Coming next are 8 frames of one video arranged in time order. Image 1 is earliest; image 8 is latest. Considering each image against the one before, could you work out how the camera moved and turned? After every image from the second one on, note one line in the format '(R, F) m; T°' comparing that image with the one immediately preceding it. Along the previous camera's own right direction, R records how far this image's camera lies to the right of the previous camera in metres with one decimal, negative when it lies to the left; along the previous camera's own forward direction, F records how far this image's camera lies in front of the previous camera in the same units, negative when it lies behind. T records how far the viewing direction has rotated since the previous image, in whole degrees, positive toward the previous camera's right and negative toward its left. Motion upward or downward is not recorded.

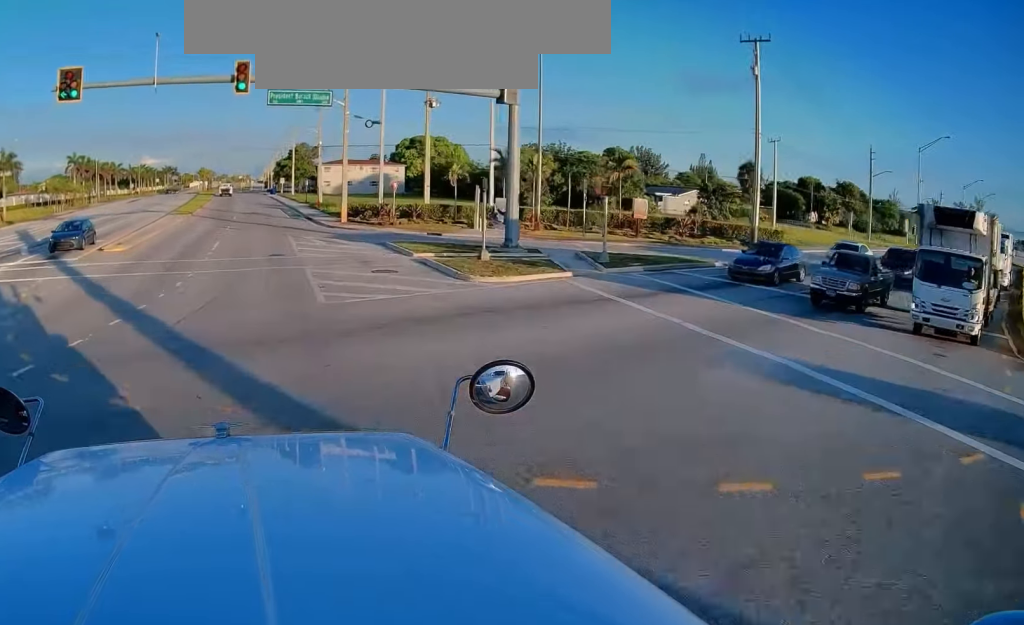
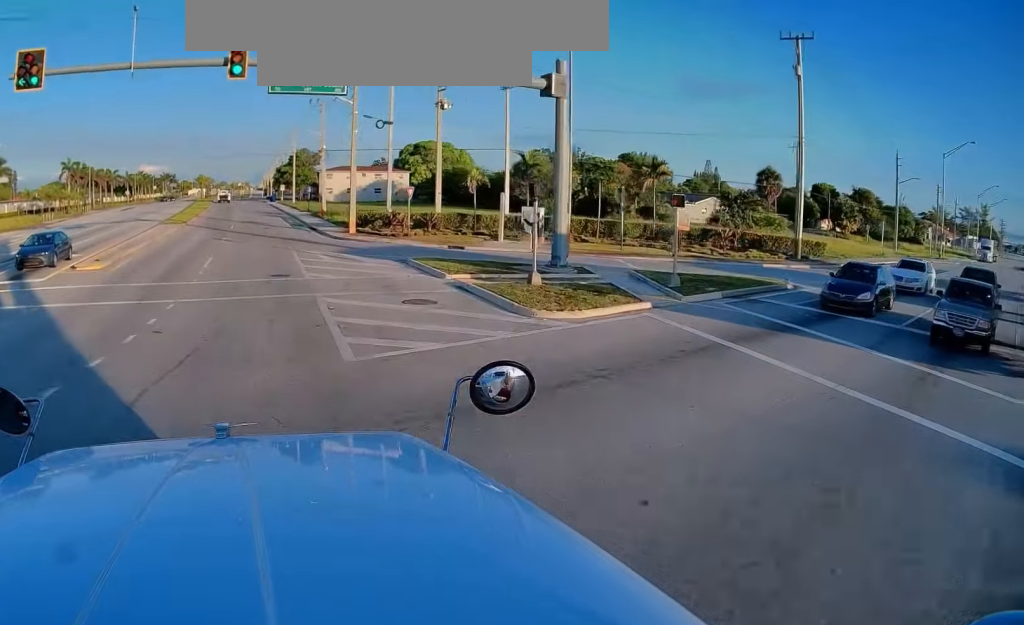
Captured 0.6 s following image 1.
(0.0, +4.2) m; 0°
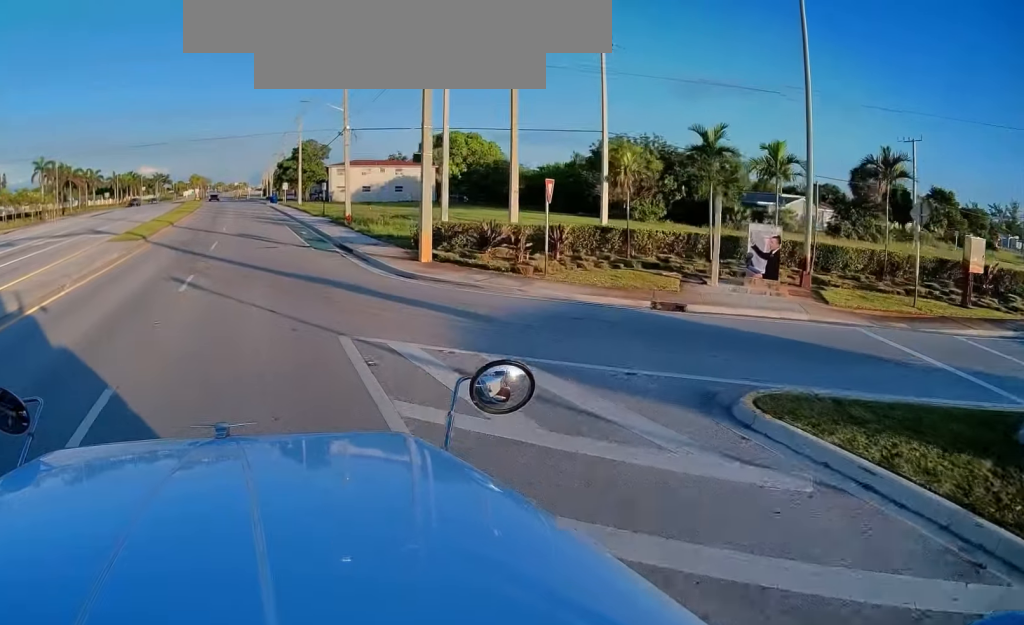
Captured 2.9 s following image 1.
(+0.1, +17.7) m; 0°
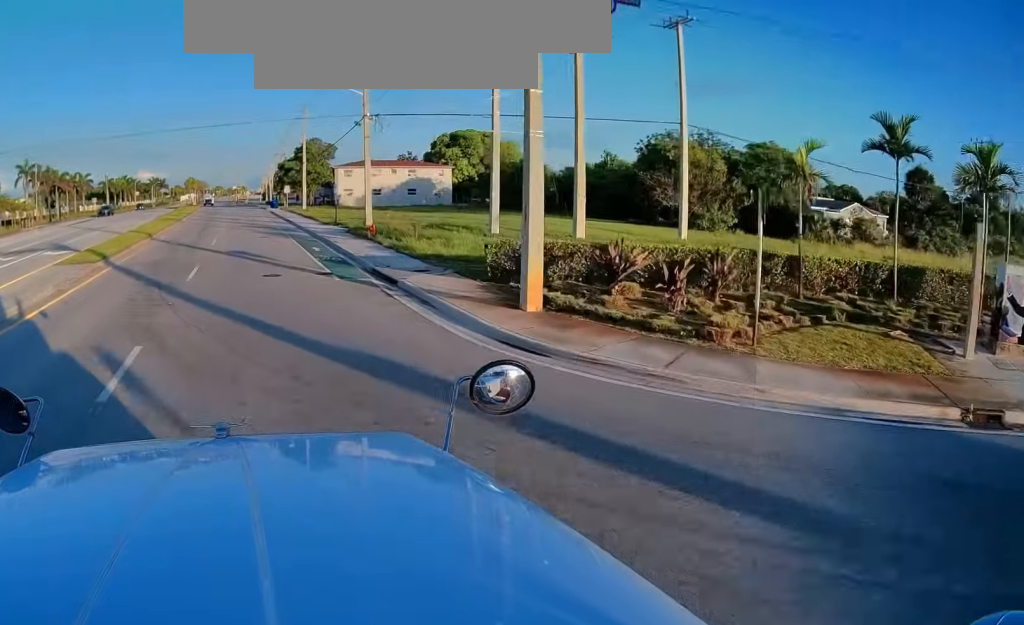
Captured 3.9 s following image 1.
(0.0, +7.3) m; 0°
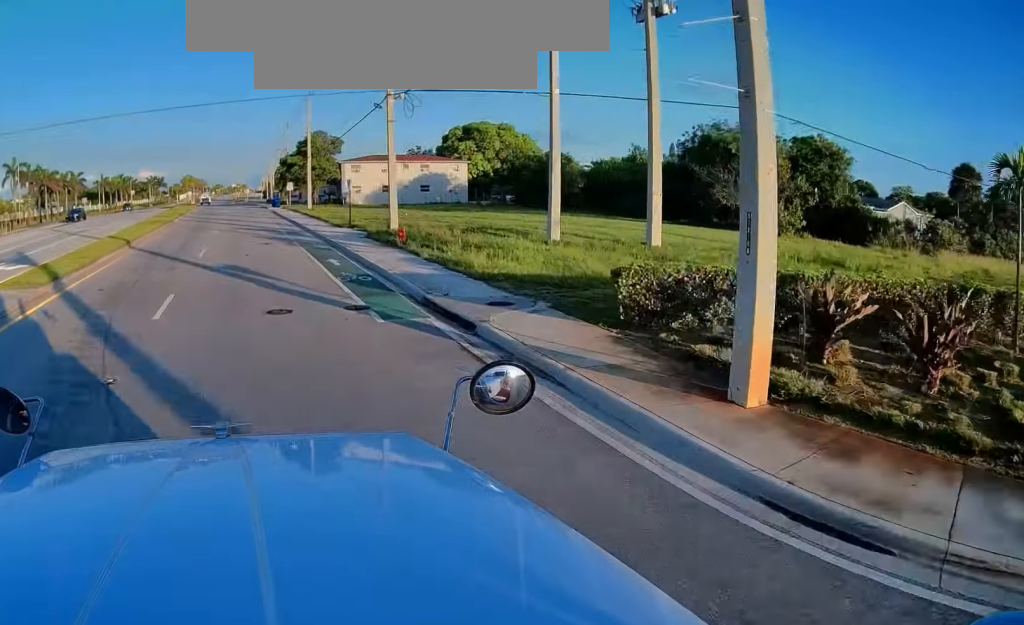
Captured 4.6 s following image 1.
(0.0, +5.5) m; +1°
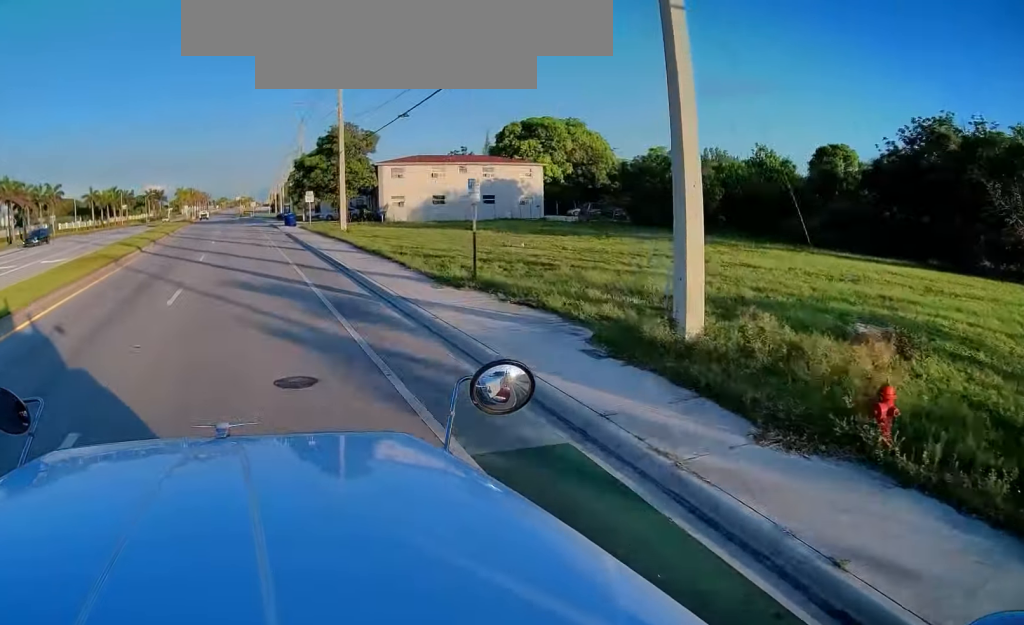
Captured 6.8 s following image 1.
(-0.1, +18.8) m; -1°
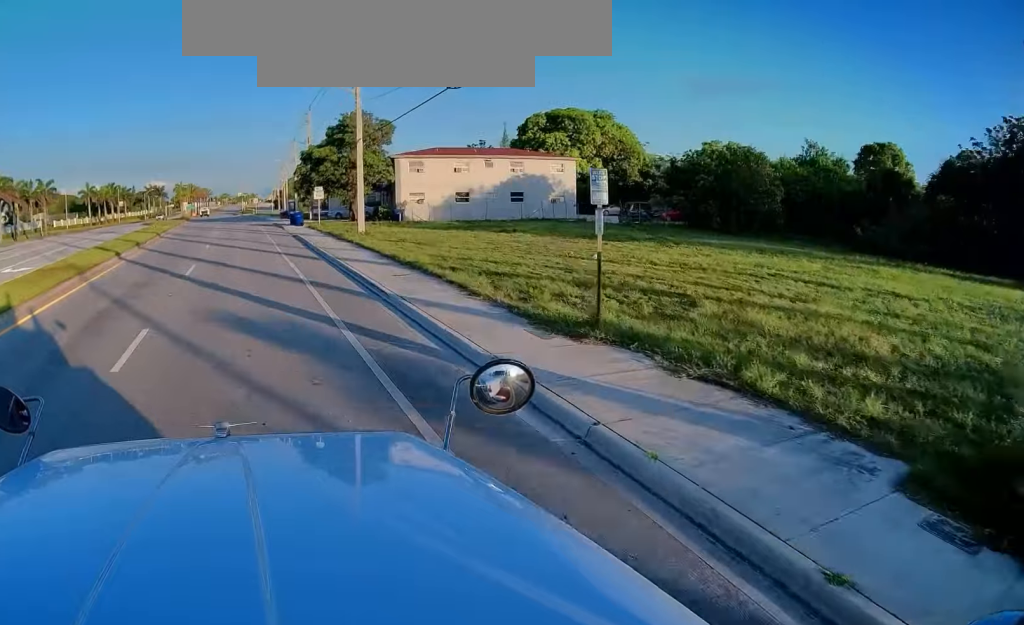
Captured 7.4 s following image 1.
(0.0, +6.0) m; 0°
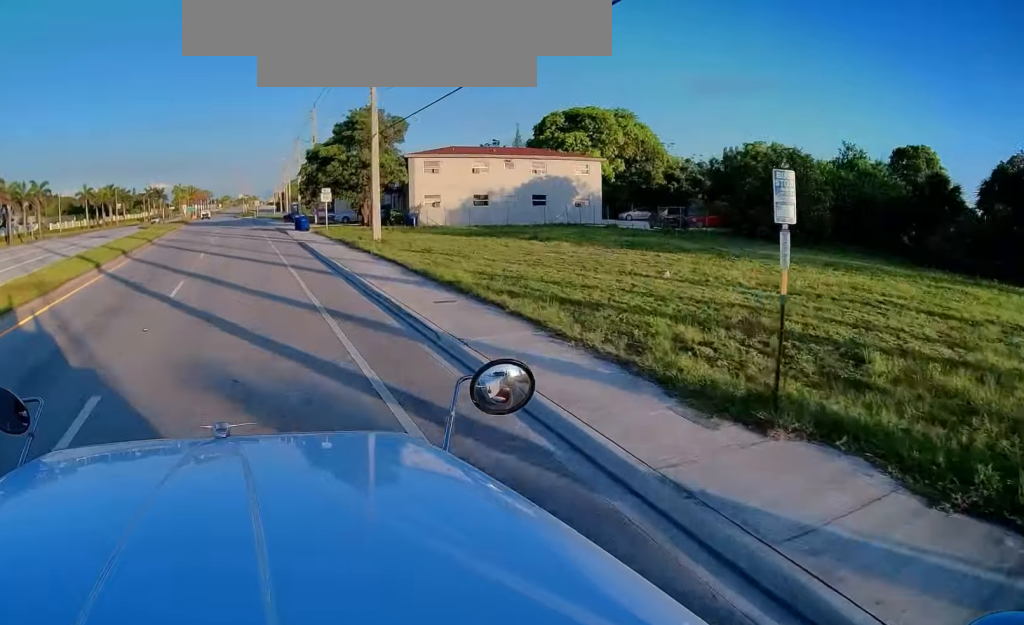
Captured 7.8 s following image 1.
(0.0, +4.0) m; 0°
